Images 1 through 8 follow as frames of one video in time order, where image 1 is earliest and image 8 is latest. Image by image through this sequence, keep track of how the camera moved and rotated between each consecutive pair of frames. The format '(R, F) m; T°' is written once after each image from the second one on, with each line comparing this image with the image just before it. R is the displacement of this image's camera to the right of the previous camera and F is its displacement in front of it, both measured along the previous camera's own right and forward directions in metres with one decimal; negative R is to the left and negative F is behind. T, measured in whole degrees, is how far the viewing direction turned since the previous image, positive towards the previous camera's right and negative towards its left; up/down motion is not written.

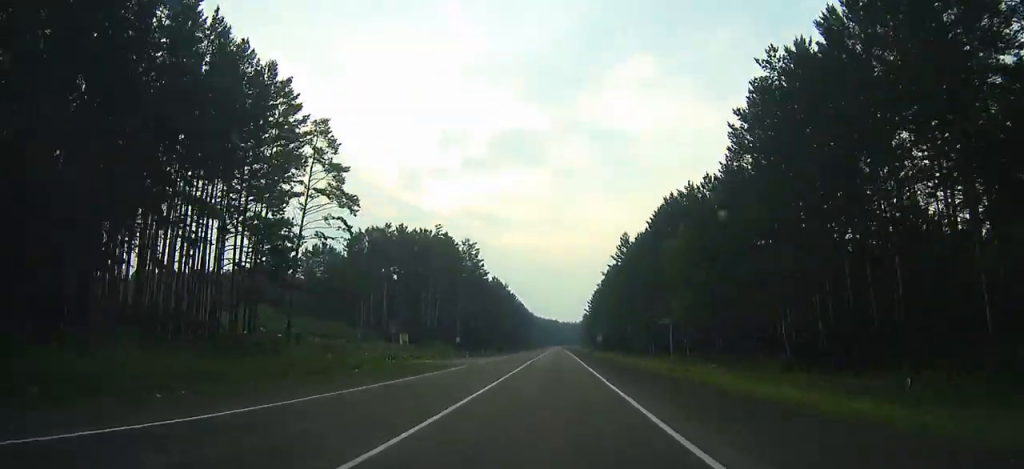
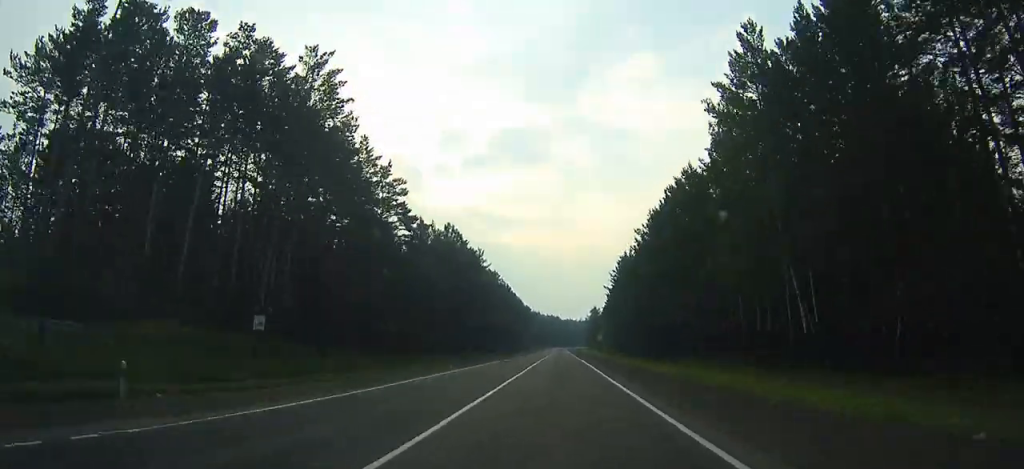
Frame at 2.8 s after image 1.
(-0.2, +69.7) m; 0°
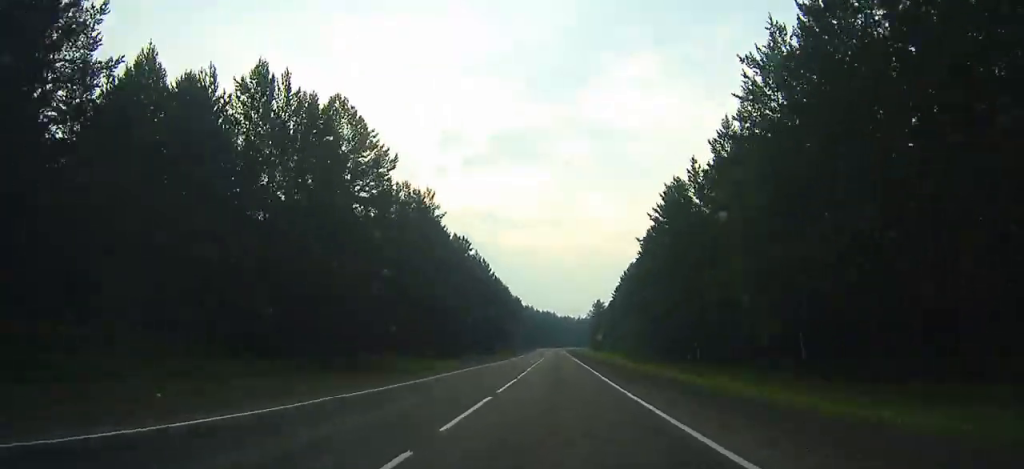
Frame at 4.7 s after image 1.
(0.0, +46.1) m; 0°
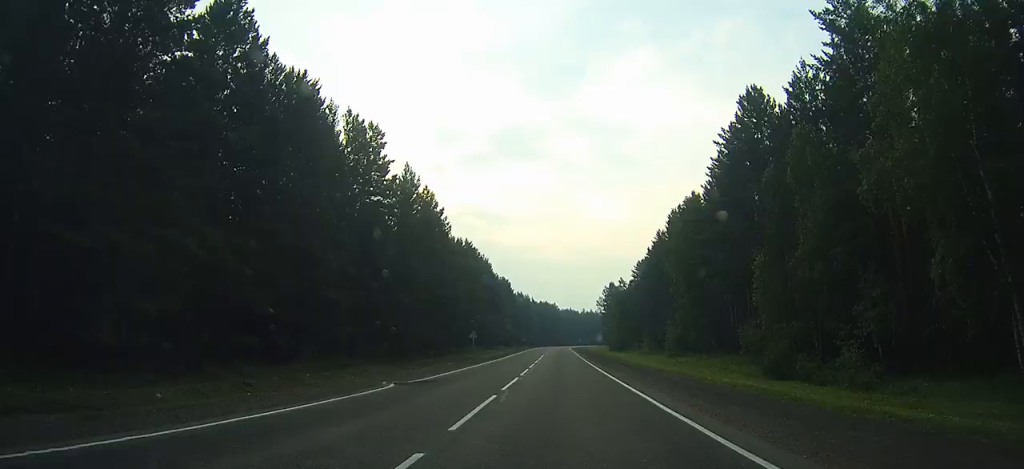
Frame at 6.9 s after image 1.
(+0.2, +52.3) m; 0°
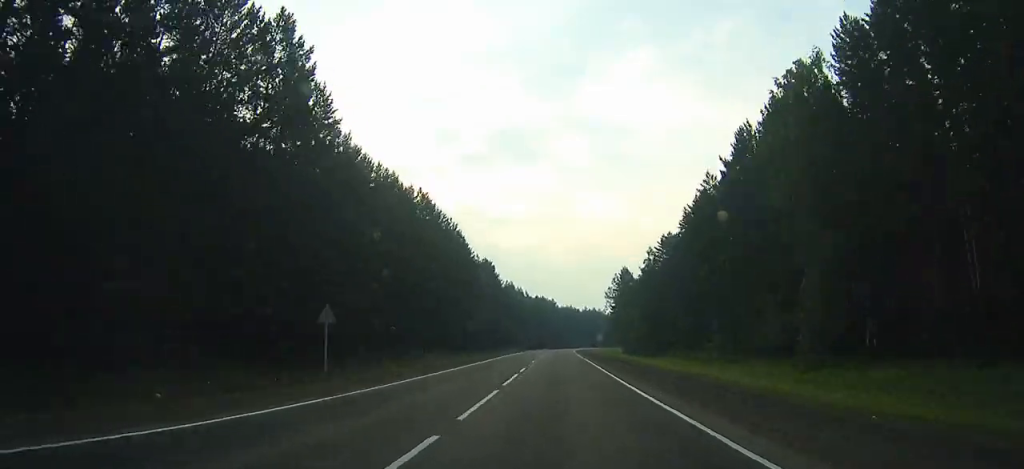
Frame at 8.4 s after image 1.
(0.0, +34.4) m; 0°
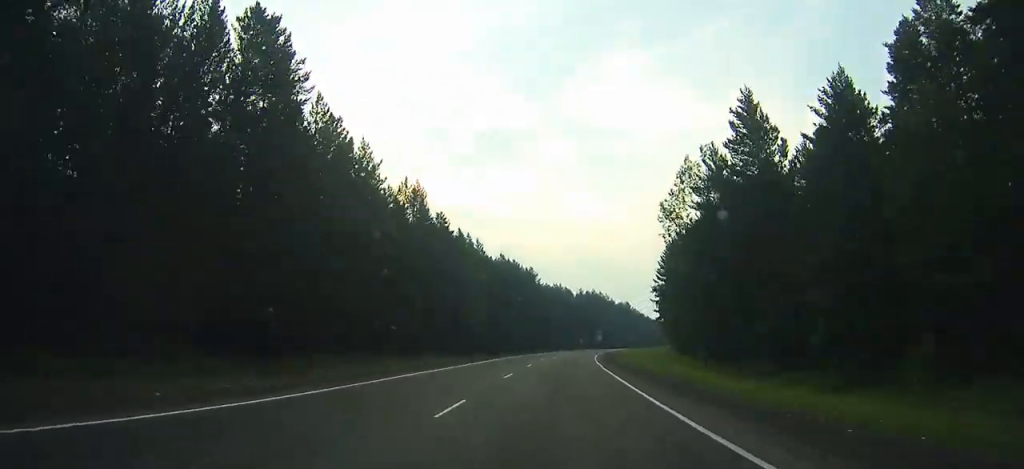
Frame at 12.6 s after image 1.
(+0.7, +97.6) m; +2°
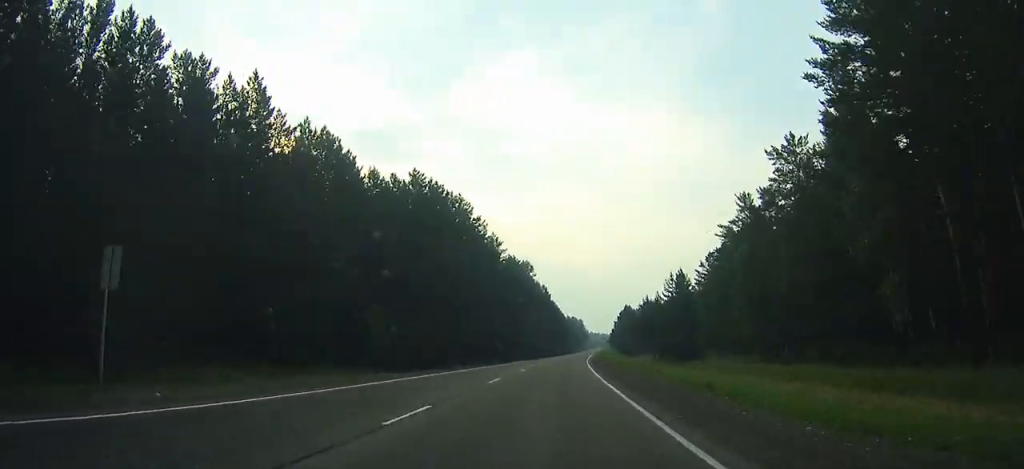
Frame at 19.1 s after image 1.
(+12.2, +142.6) m; +11°
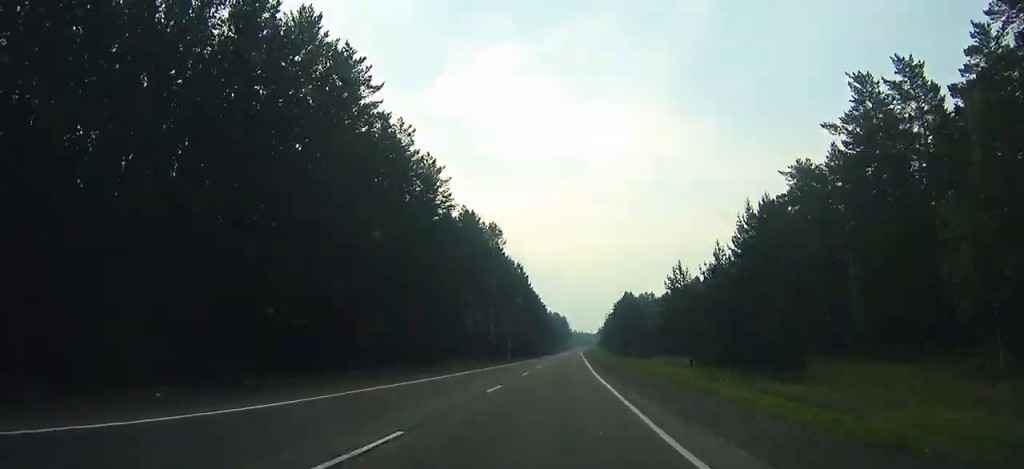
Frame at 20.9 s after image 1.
(+1.2, +37.4) m; +2°
